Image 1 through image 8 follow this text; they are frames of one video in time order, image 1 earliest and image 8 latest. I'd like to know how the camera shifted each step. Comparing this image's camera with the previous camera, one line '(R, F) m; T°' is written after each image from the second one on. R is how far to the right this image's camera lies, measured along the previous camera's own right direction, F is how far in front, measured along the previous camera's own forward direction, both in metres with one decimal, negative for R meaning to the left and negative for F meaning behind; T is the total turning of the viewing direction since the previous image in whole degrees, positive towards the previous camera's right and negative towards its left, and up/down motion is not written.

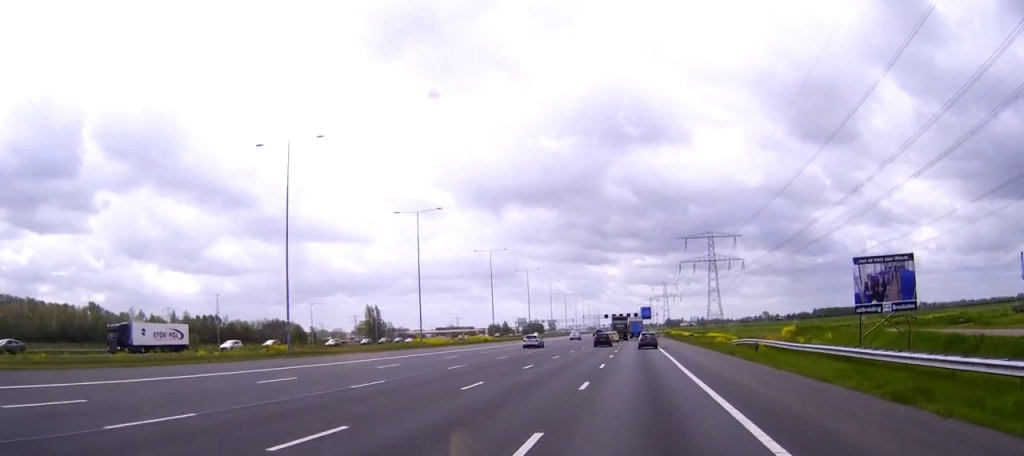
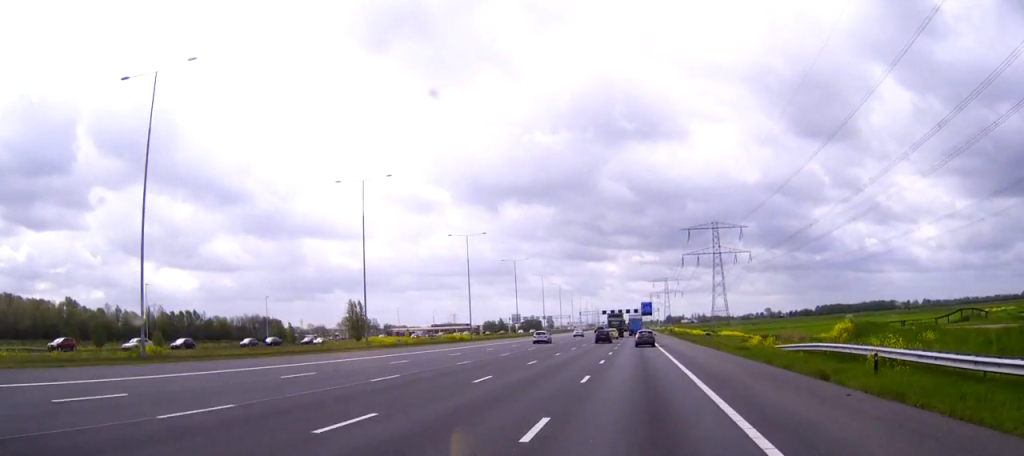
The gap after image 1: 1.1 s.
(0.0, +22.2) m; 0°
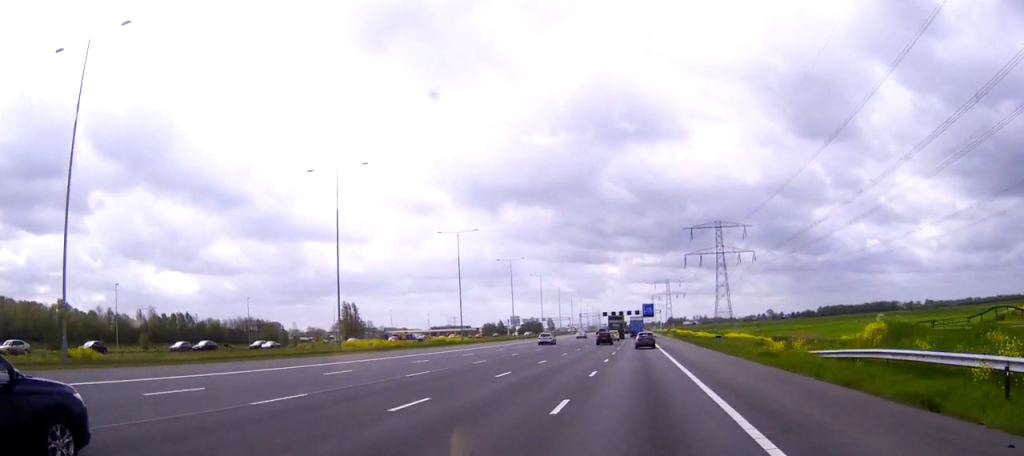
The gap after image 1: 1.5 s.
(0.0, +8.3) m; 0°
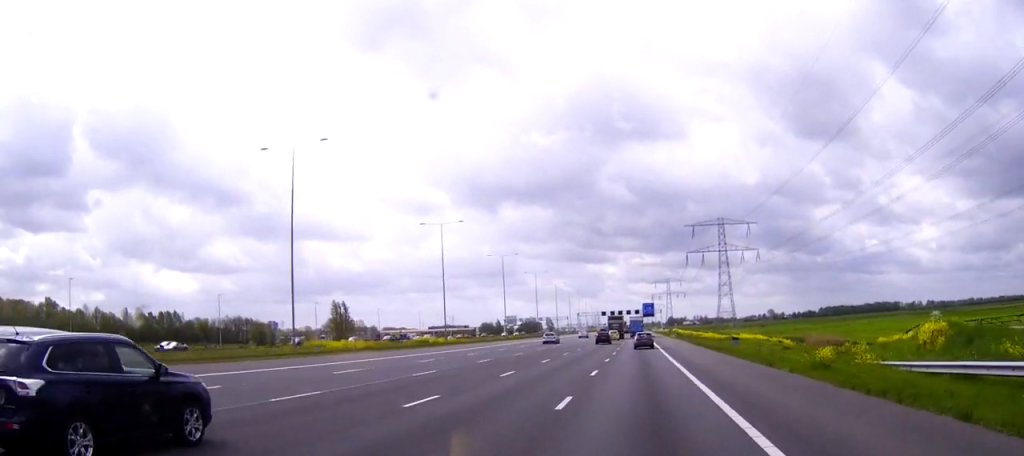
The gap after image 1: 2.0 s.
(0.0, +11.0) m; 0°
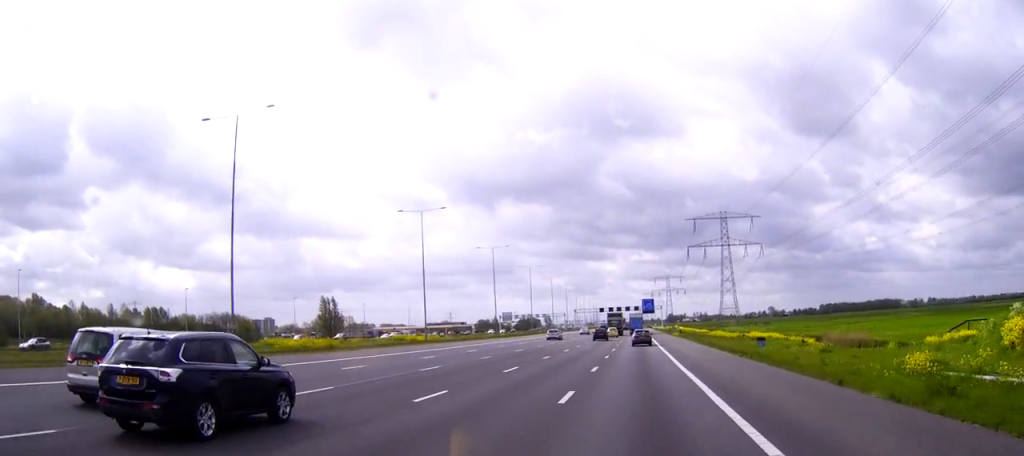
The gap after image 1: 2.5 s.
(0.0, +10.9) m; 0°
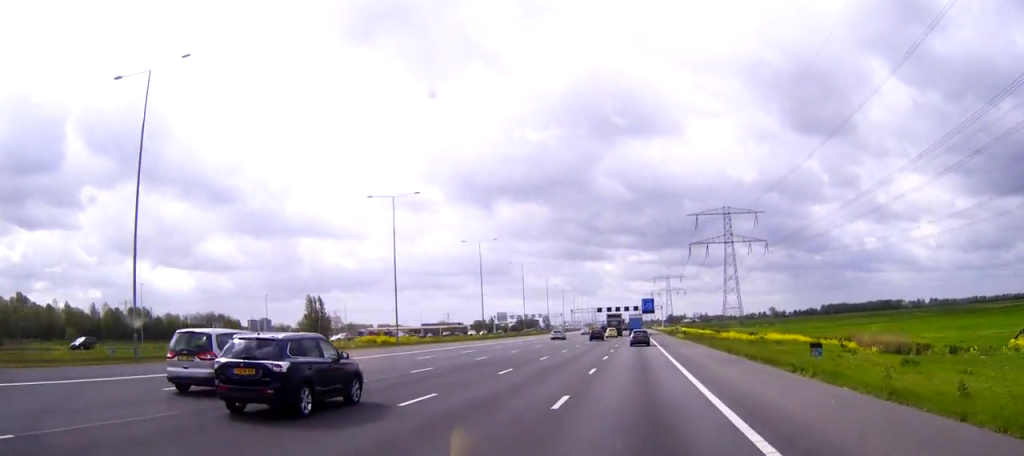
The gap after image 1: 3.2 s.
(0.0, +13.0) m; 0°
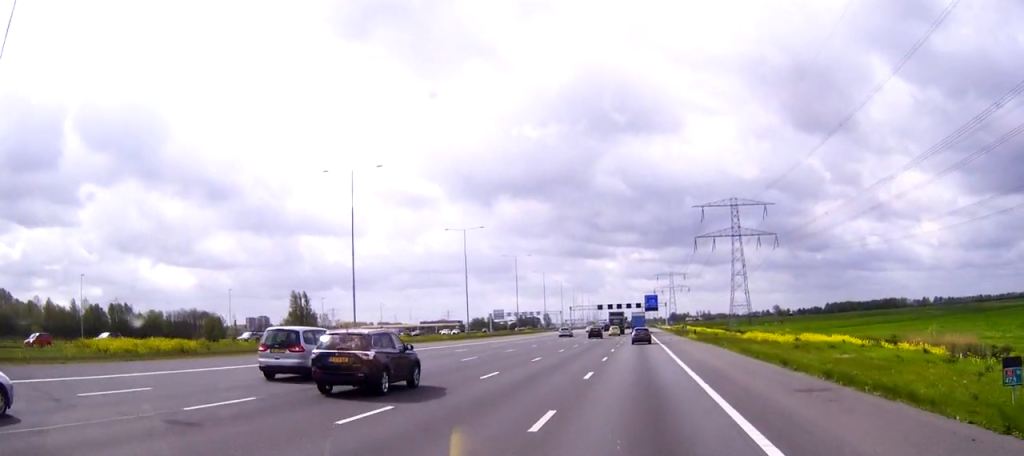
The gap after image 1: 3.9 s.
(0.0, +15.7) m; 0°
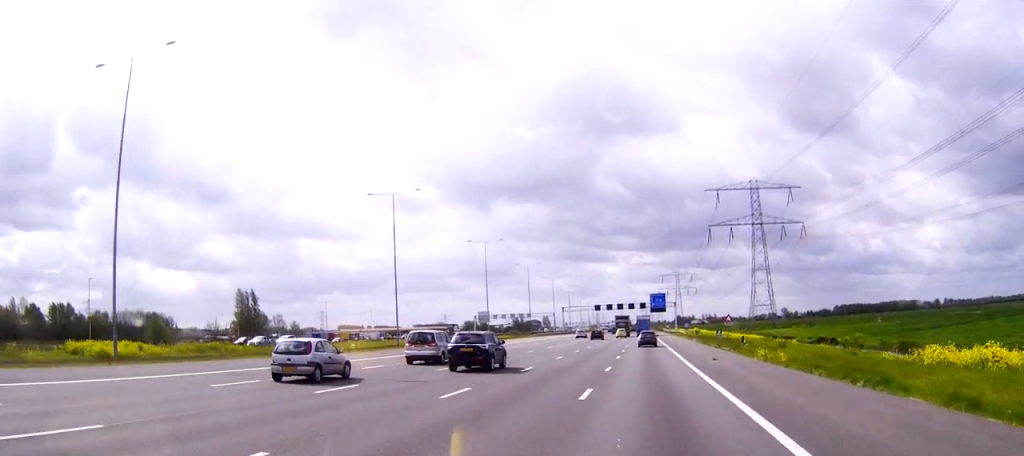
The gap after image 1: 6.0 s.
(-0.1, +42.4) m; 0°
